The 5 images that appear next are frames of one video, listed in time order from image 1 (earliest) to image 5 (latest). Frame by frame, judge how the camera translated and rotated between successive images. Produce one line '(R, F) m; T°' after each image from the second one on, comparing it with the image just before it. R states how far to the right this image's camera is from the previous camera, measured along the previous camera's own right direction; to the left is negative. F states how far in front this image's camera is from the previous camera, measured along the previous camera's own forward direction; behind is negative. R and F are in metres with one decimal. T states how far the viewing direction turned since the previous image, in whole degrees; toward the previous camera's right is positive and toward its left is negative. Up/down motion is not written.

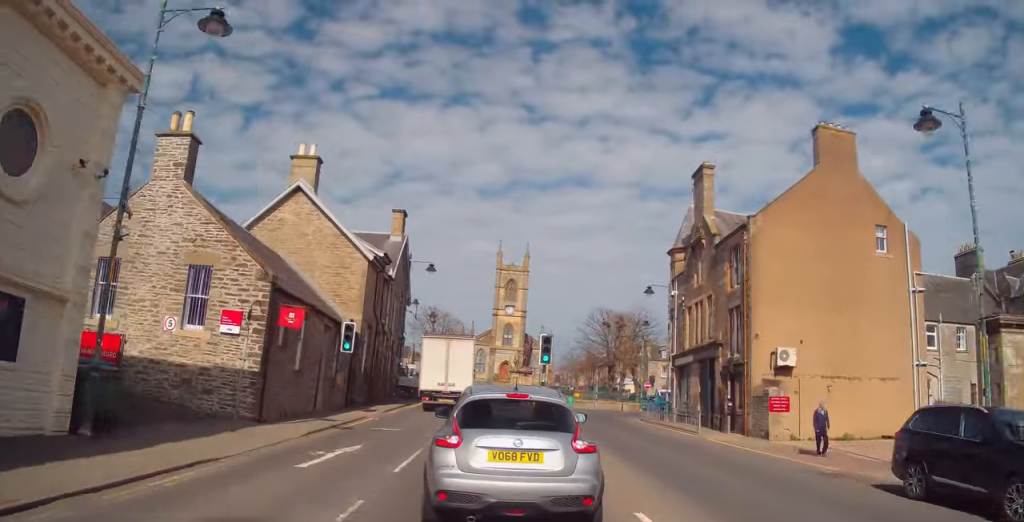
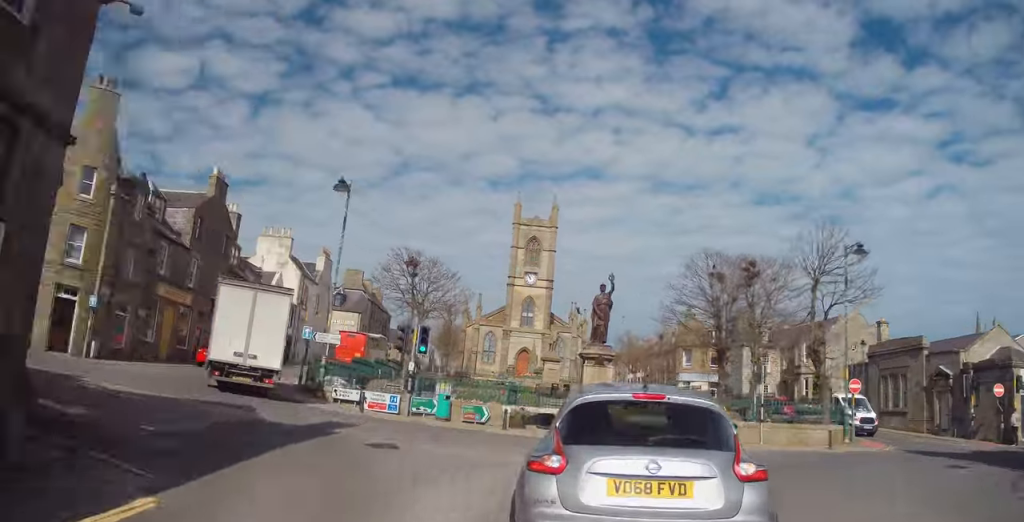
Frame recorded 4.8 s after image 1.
(+2.9, +21.7) m; +30°
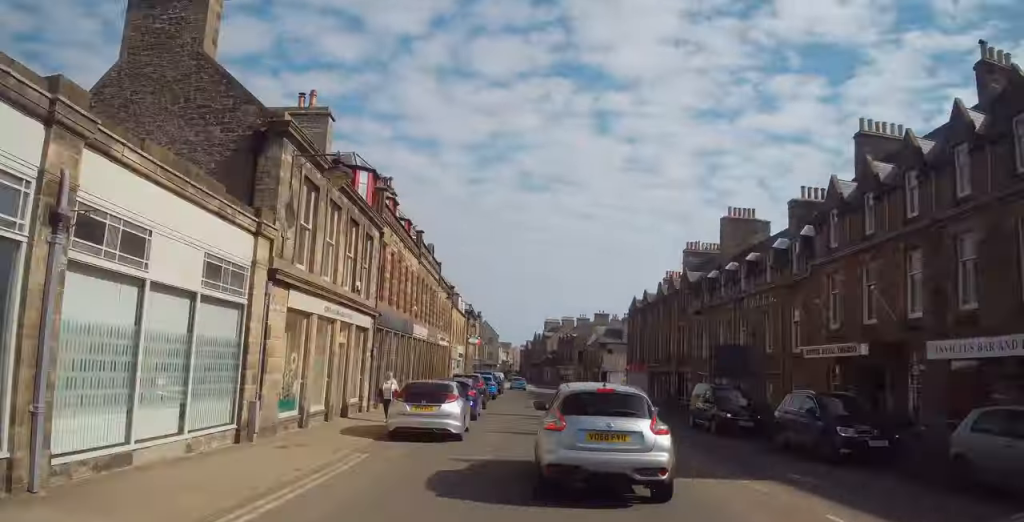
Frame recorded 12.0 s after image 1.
(+19.5, +27.9) m; +56°
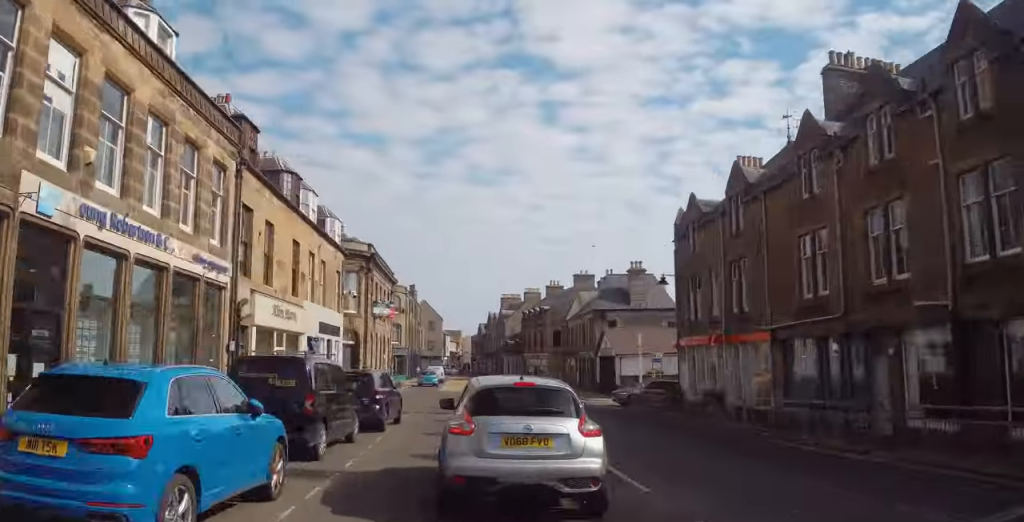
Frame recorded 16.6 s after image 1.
(+2.6, +26.5) m; +3°
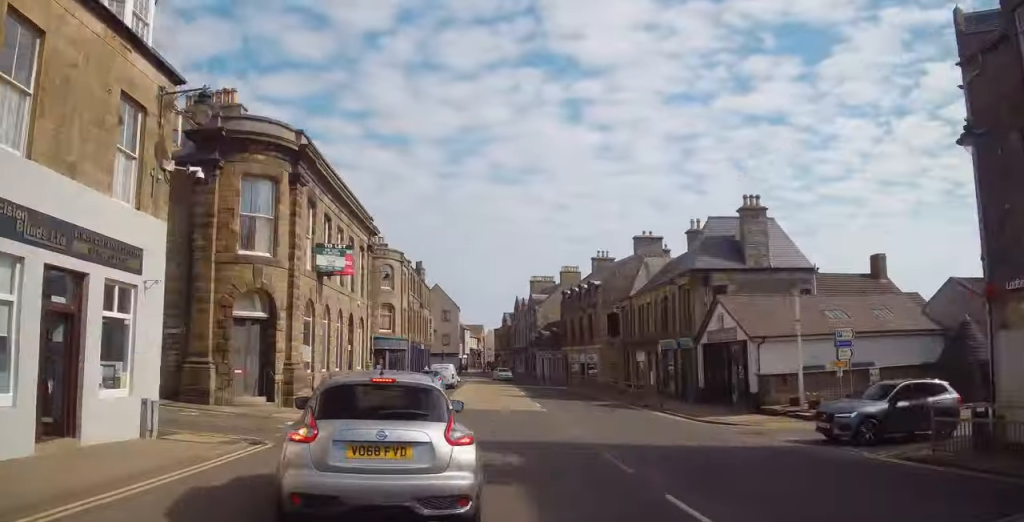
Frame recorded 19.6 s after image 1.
(-0.5, +17.5) m; -3°
